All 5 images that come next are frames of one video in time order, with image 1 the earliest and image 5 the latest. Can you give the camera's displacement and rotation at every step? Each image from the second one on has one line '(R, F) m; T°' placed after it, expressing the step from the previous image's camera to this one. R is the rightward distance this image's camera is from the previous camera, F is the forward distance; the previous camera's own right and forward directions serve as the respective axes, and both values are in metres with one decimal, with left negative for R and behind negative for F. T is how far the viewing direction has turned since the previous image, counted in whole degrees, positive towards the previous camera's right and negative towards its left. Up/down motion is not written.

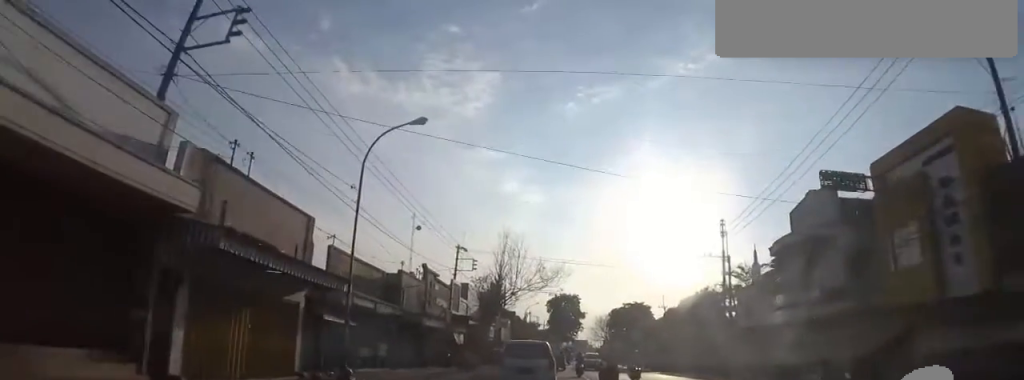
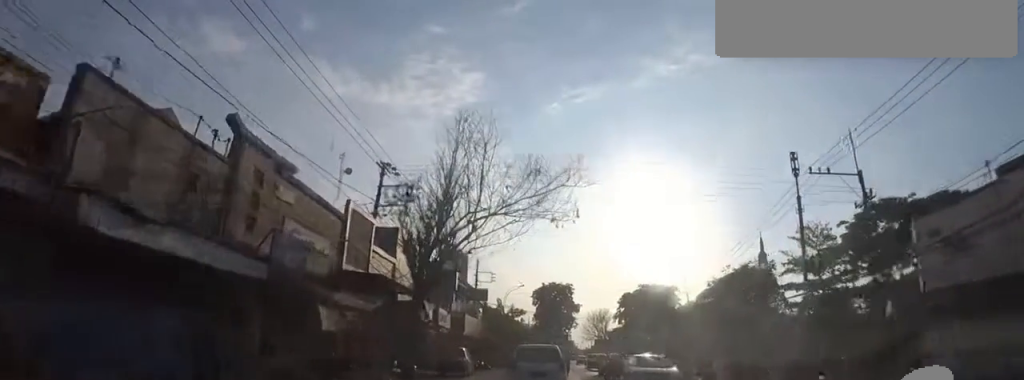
(0.0, +20.6) m; 0°
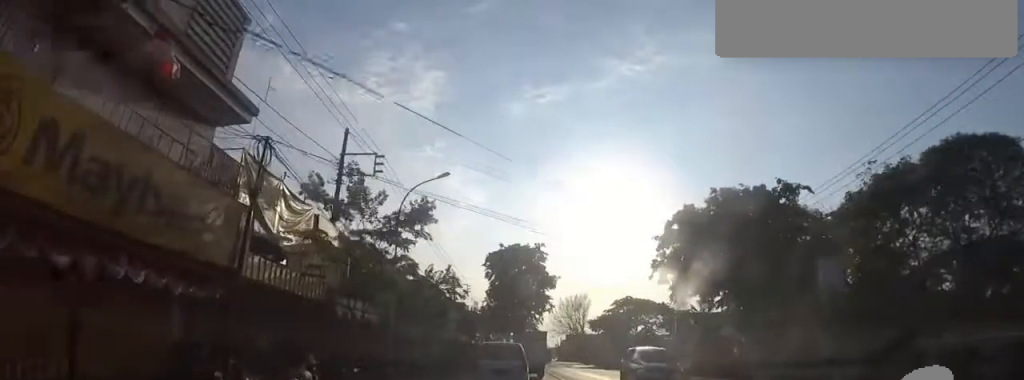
(0.0, +31.9) m; 0°
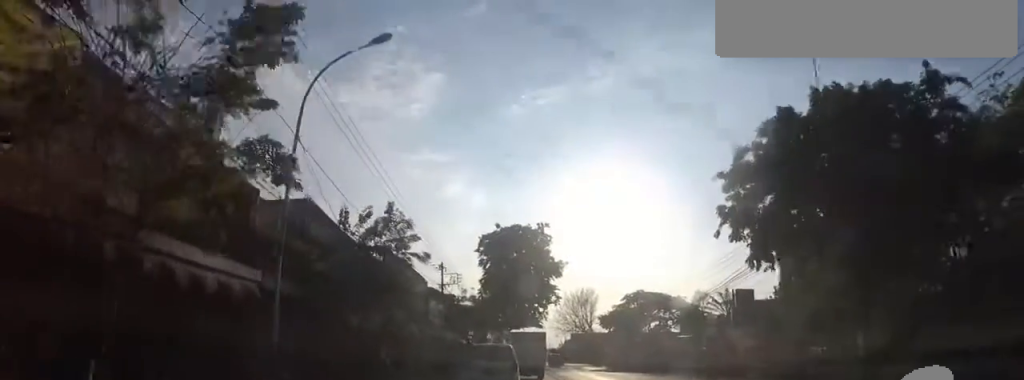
(0.0, +9.9) m; 0°
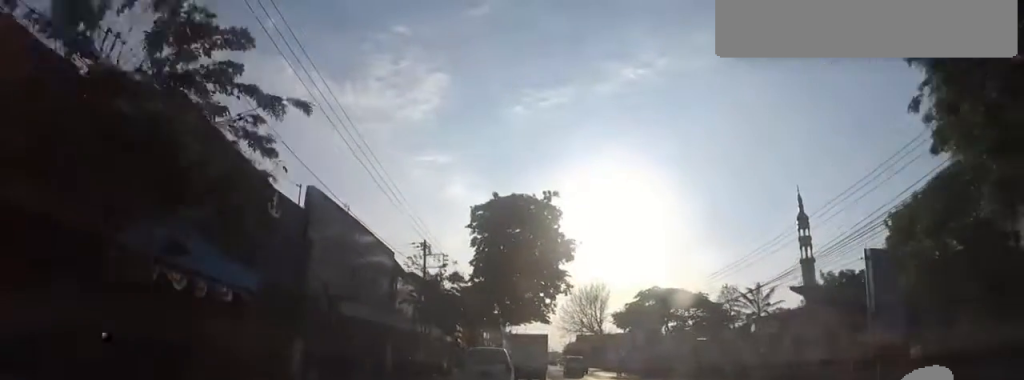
(0.0, +10.7) m; 0°
